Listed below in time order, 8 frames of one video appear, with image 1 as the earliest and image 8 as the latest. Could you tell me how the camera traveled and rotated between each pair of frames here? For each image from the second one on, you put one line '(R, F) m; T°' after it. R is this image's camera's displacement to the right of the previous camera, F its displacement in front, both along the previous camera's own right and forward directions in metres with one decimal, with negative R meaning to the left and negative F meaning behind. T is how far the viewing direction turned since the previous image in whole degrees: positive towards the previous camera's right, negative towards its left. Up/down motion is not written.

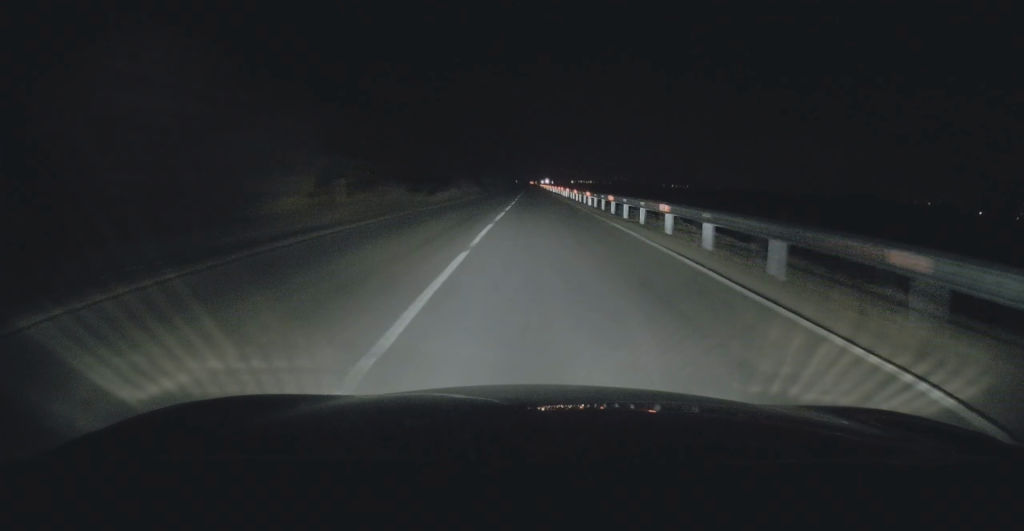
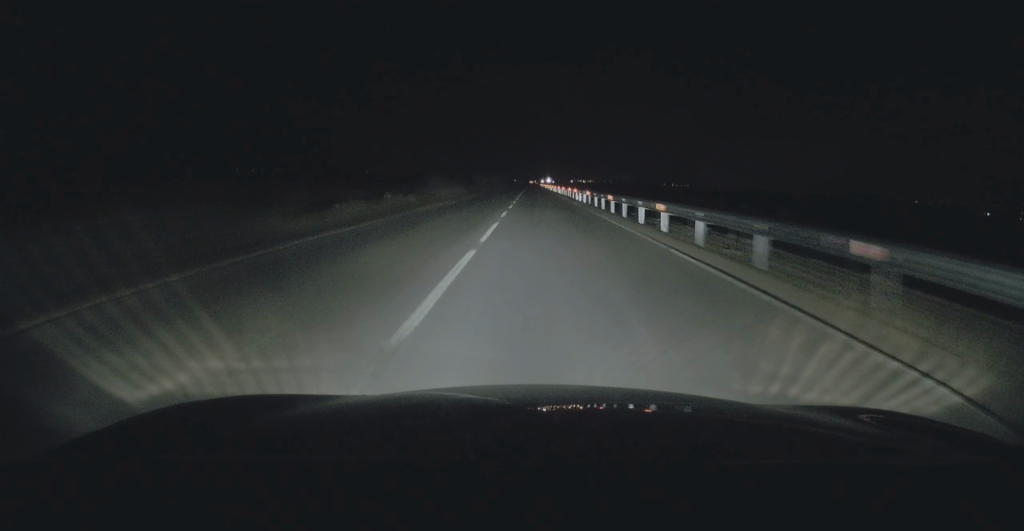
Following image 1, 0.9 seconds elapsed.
(0.0, +23.0) m; 0°
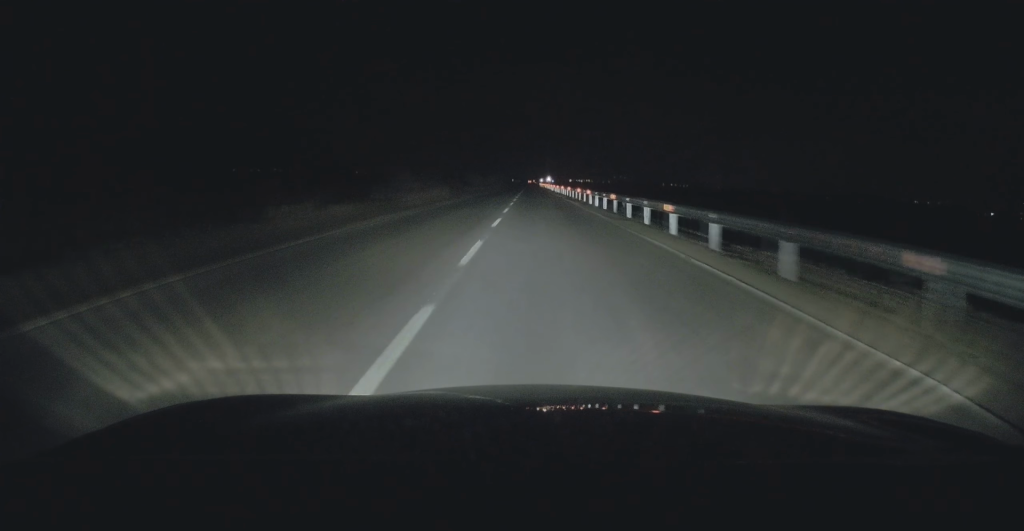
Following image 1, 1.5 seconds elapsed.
(0.0, +13.1) m; 0°
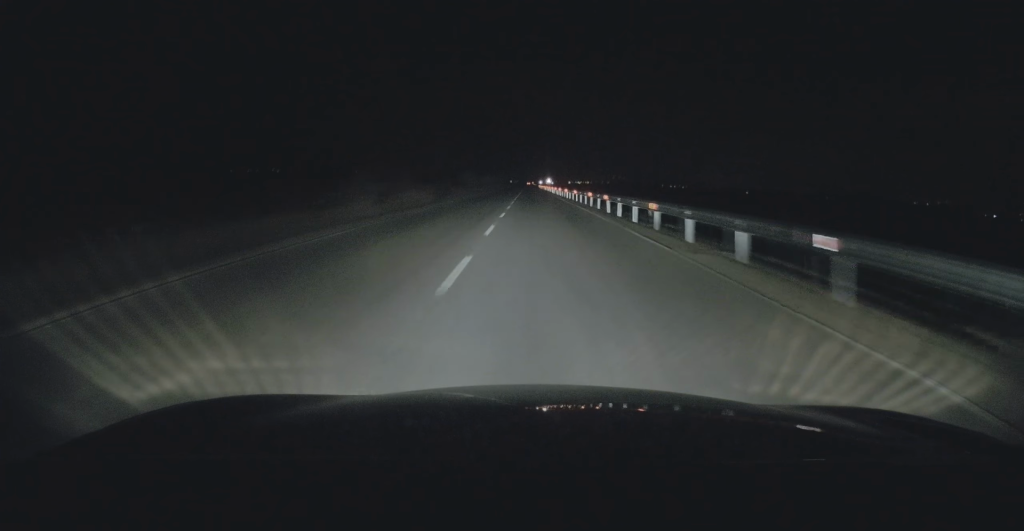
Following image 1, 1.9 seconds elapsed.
(0.0, +9.9) m; 0°
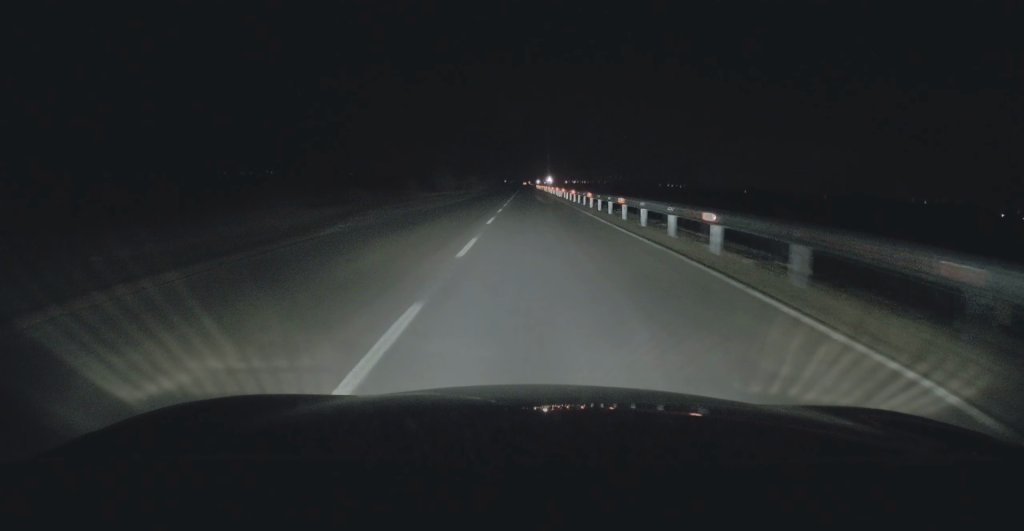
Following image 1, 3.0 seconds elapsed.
(+0.1, +27.0) m; 0°
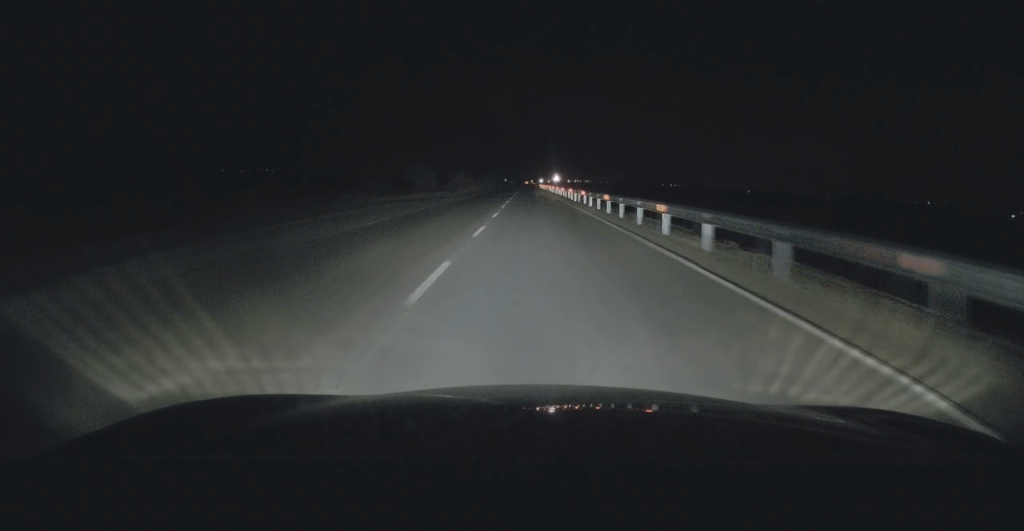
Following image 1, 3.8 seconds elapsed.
(0.0, +19.5) m; 0°
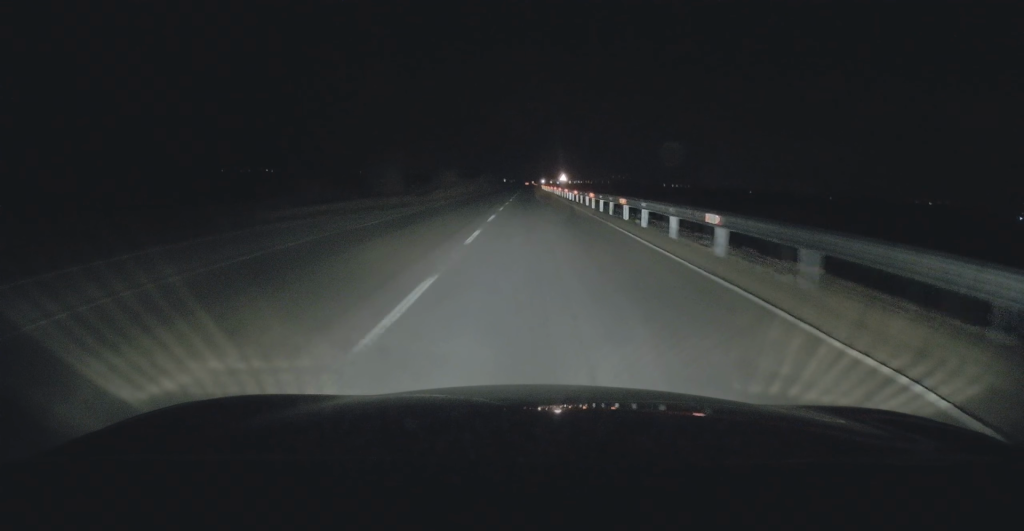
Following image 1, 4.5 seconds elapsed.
(0.0, +17.0) m; 0°
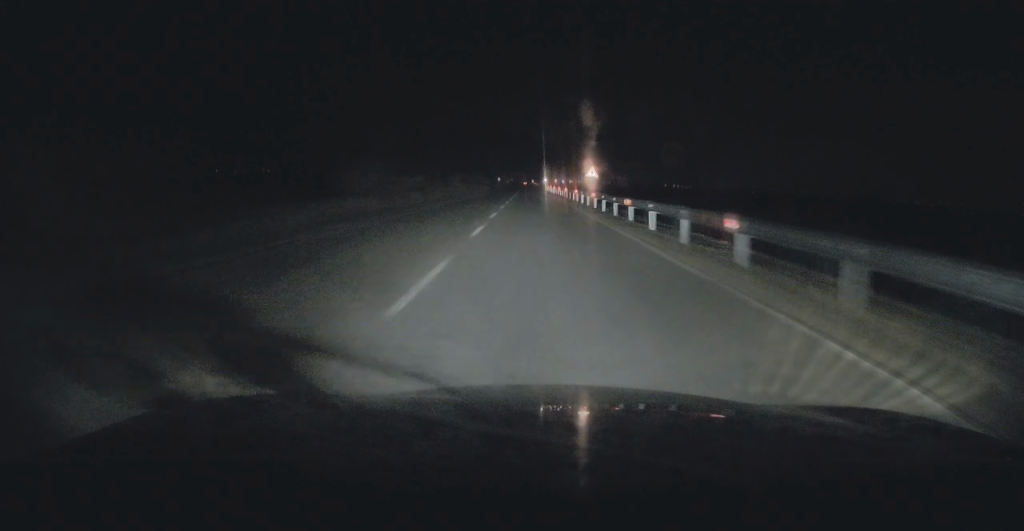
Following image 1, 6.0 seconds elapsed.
(0.0, +37.3) m; +1°
